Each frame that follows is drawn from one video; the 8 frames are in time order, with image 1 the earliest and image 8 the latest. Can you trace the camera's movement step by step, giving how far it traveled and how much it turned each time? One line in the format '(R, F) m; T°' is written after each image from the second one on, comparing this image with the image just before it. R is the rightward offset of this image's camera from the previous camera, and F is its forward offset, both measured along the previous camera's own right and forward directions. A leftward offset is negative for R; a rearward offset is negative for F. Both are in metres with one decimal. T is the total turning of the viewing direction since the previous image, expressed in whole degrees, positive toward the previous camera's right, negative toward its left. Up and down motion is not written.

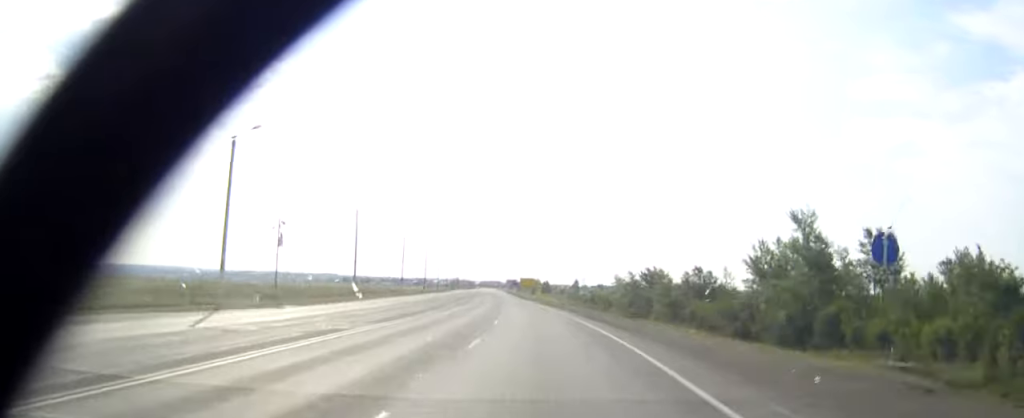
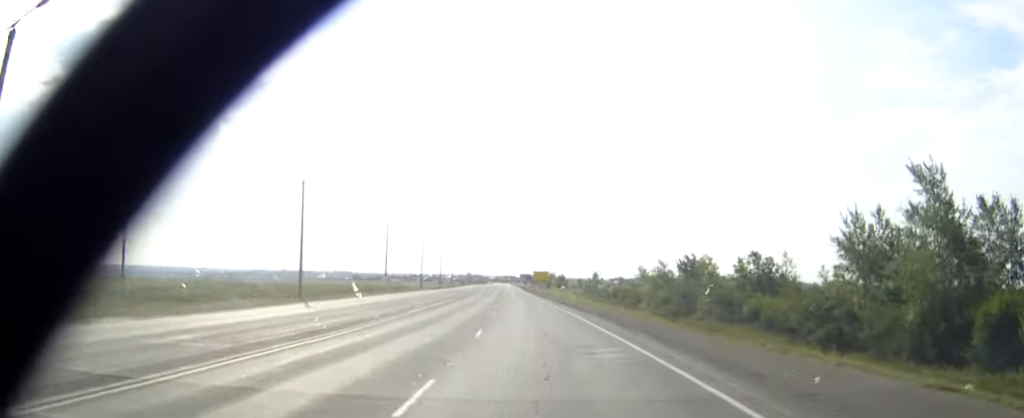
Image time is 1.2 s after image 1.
(-0.3, +21.2) m; -1°
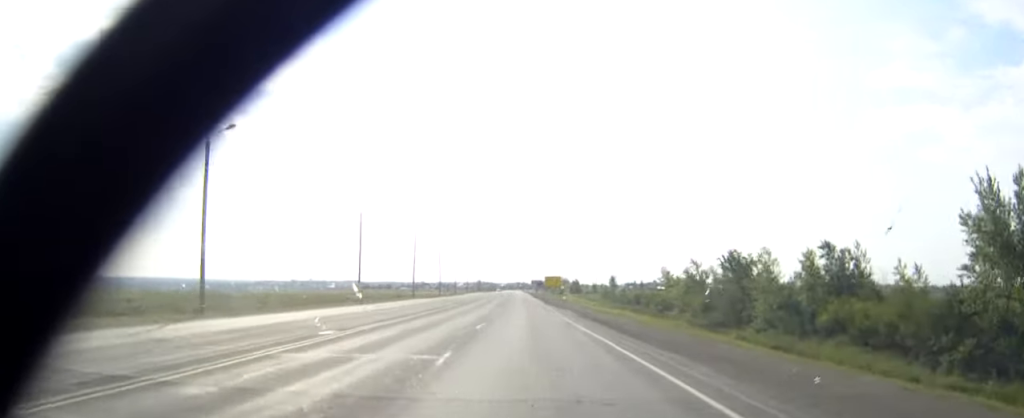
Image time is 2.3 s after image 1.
(-0.2, +18.3) m; -1°
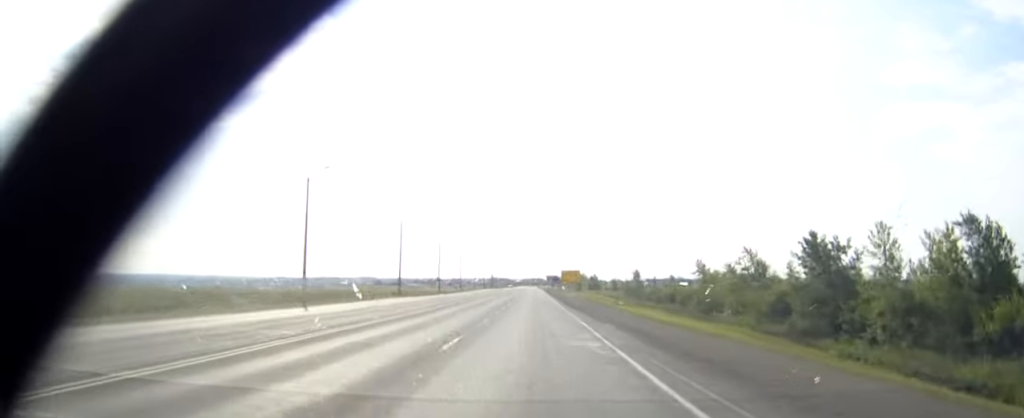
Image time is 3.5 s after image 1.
(-0.2, +21.2) m; -1°
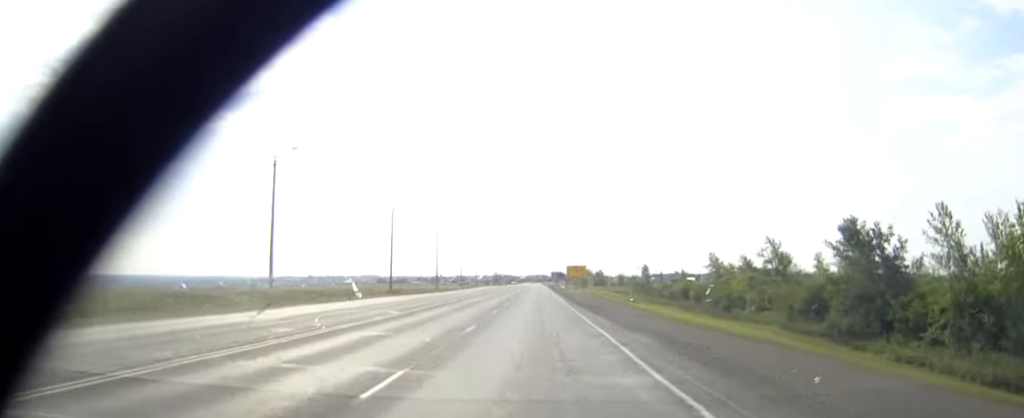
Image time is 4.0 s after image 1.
(0.0, +7.4) m; 0°
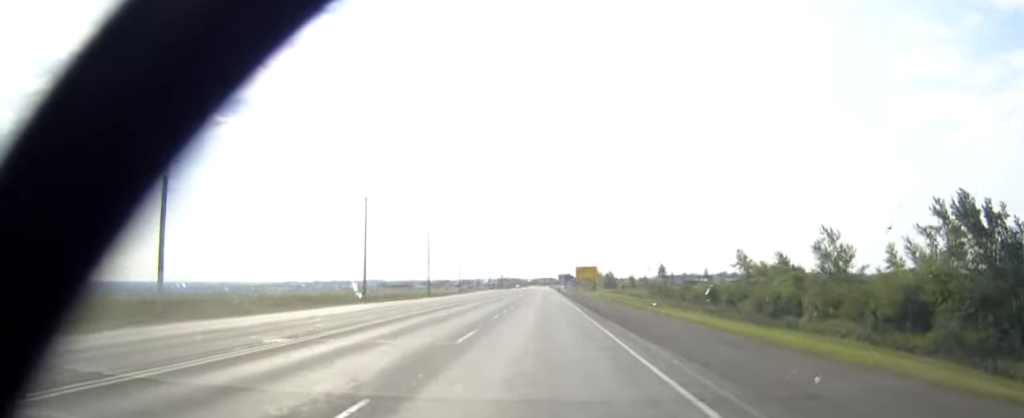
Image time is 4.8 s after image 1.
(-0.1, +14.8) m; -1°
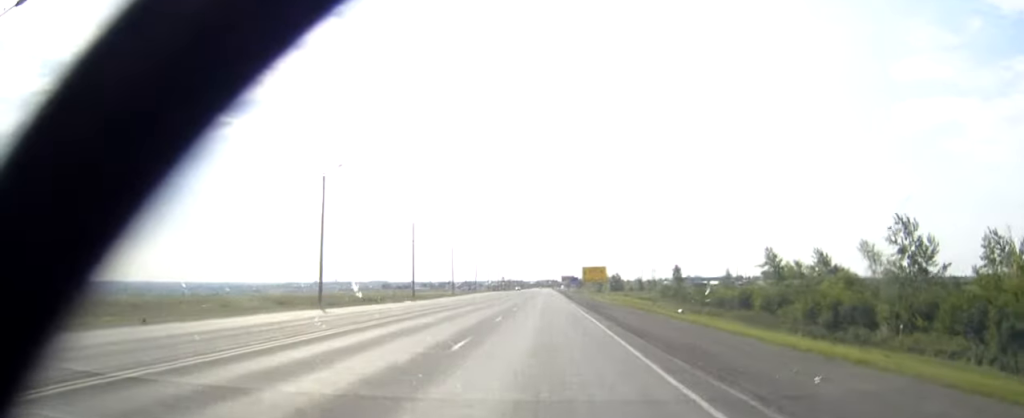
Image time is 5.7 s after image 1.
(-0.1, +14.2) m; 0°
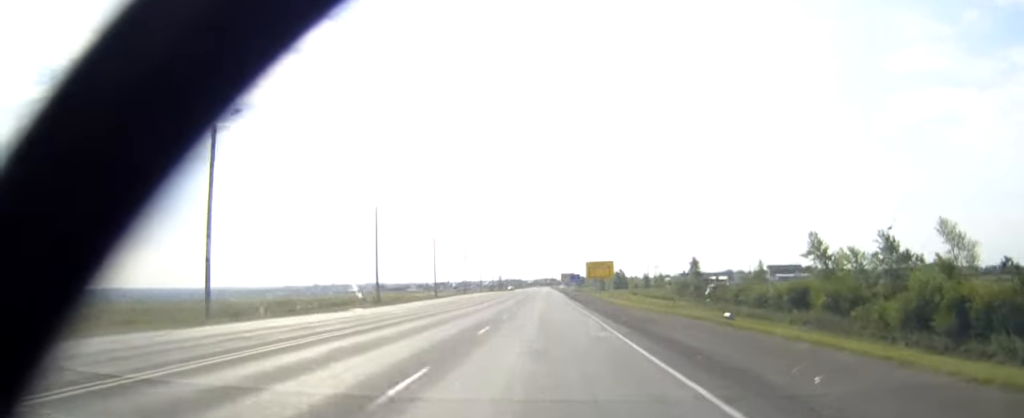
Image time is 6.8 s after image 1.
(0.0, +18.7) m; 0°
